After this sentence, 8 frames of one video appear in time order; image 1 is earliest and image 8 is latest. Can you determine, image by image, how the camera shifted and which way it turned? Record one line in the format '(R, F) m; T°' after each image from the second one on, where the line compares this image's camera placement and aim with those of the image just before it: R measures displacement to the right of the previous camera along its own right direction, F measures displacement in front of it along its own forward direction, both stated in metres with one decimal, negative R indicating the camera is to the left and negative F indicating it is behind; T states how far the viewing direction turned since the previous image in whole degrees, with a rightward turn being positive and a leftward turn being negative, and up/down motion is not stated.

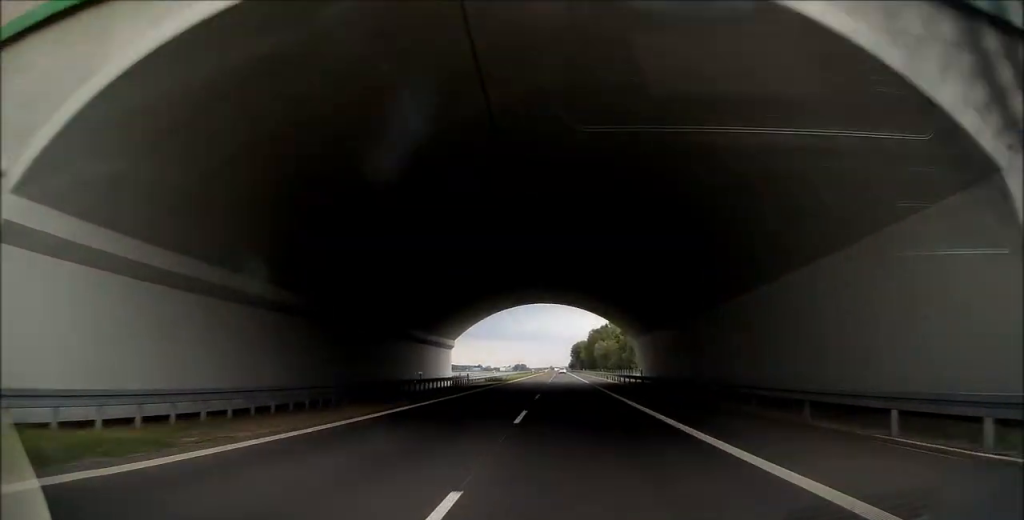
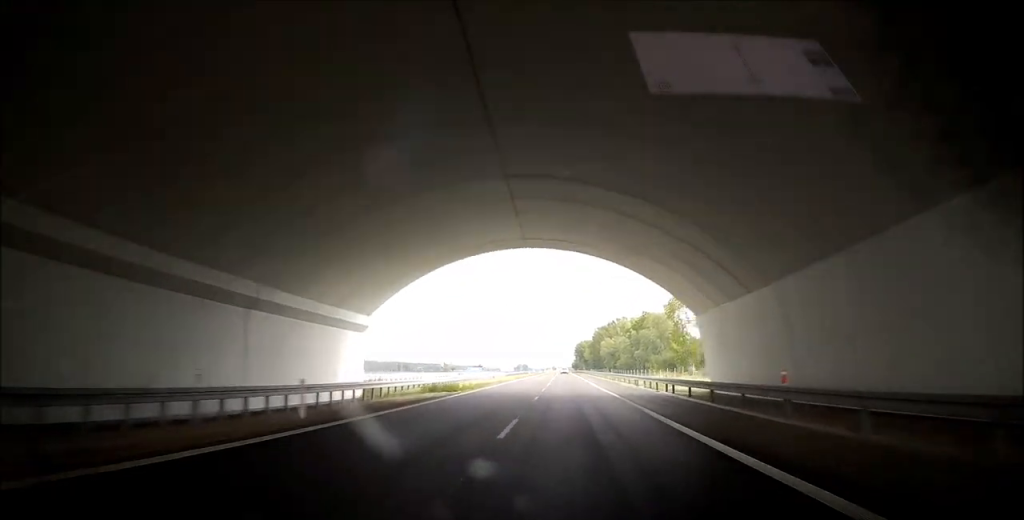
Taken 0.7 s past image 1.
(+0.2, +27.2) m; +1°
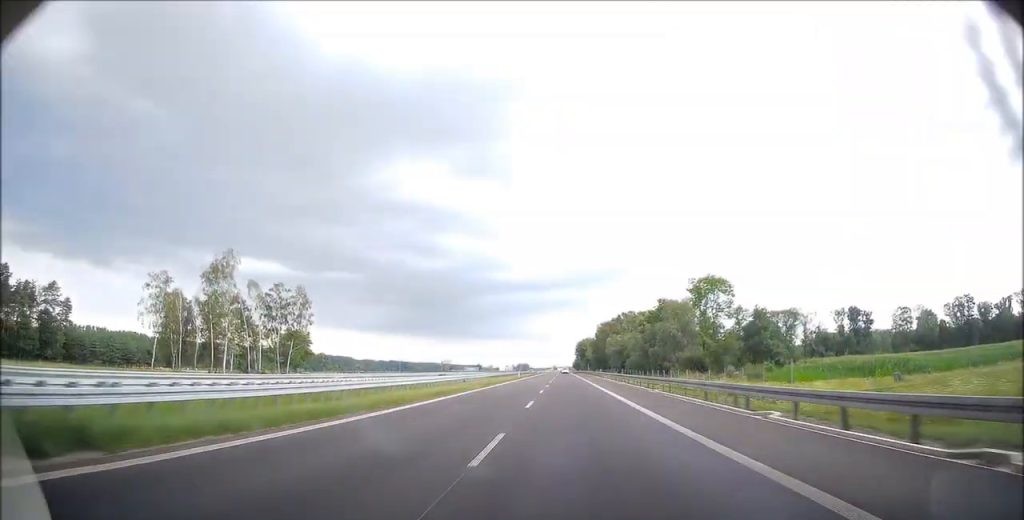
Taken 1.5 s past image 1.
(+0.2, +27.1) m; 0°
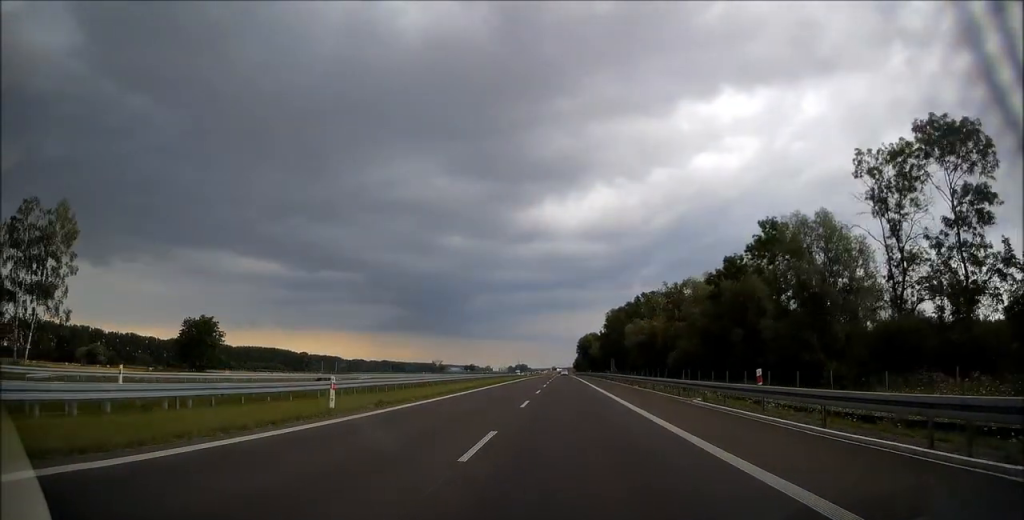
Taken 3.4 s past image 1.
(-0.2, +71.3) m; -1°
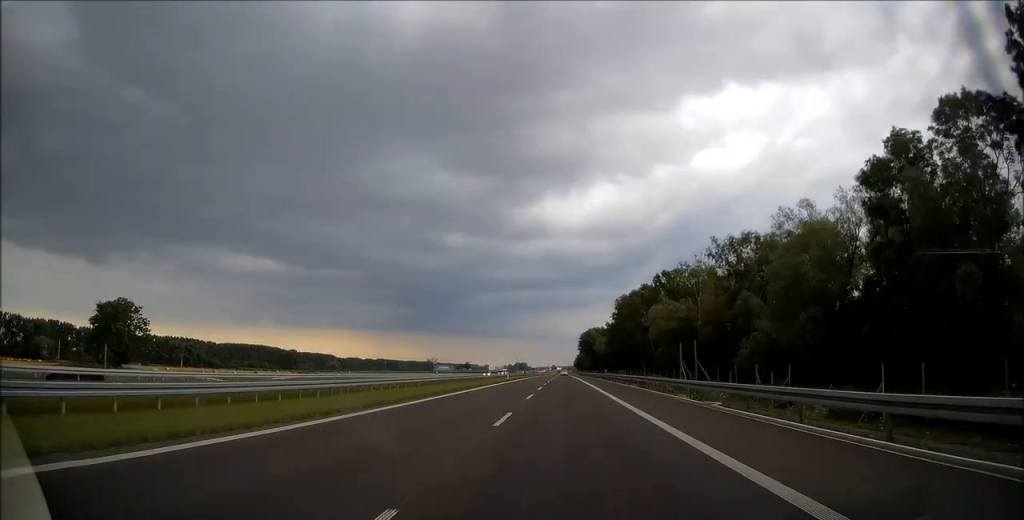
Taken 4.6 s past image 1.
(-0.2, +42.7) m; -1°
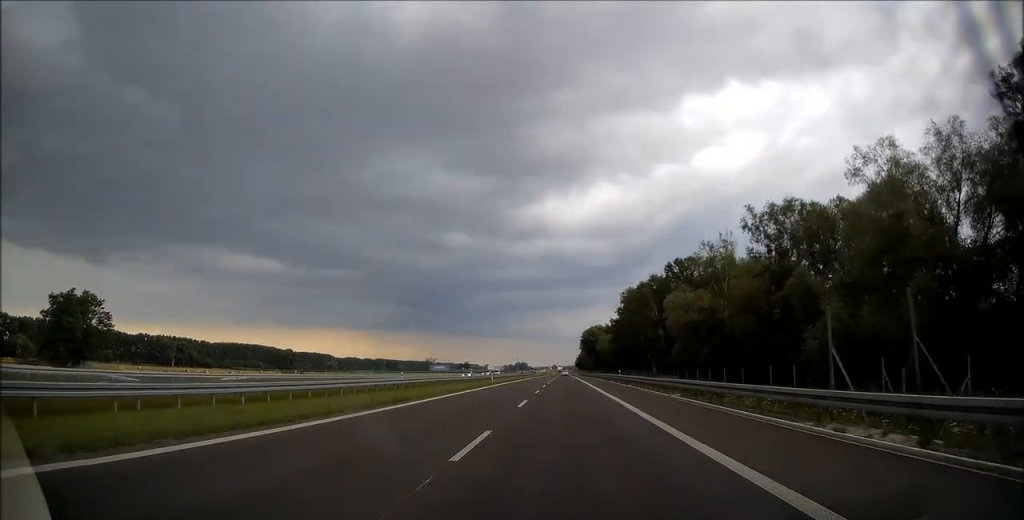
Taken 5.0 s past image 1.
(-0.1, +17.0) m; 0°
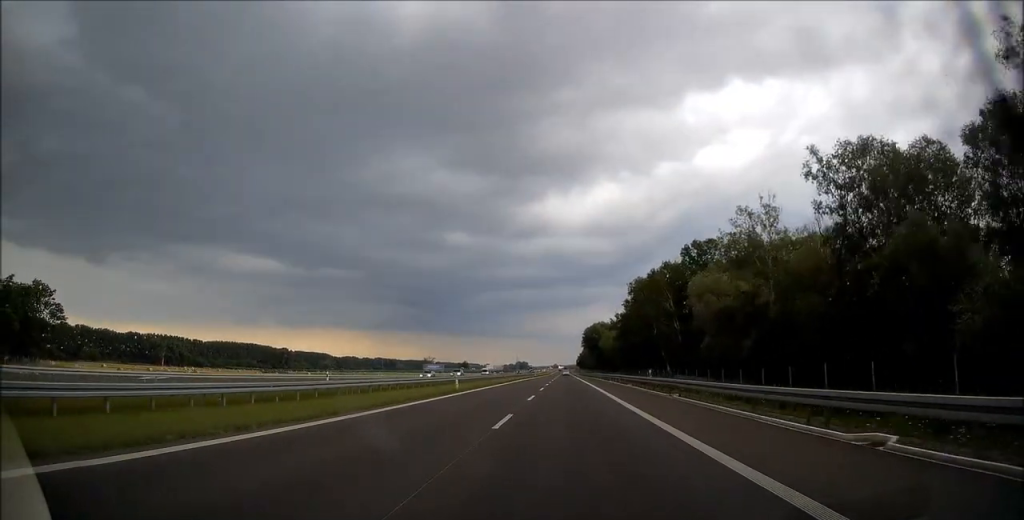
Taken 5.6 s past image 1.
(0.0, +19.4) m; 0°
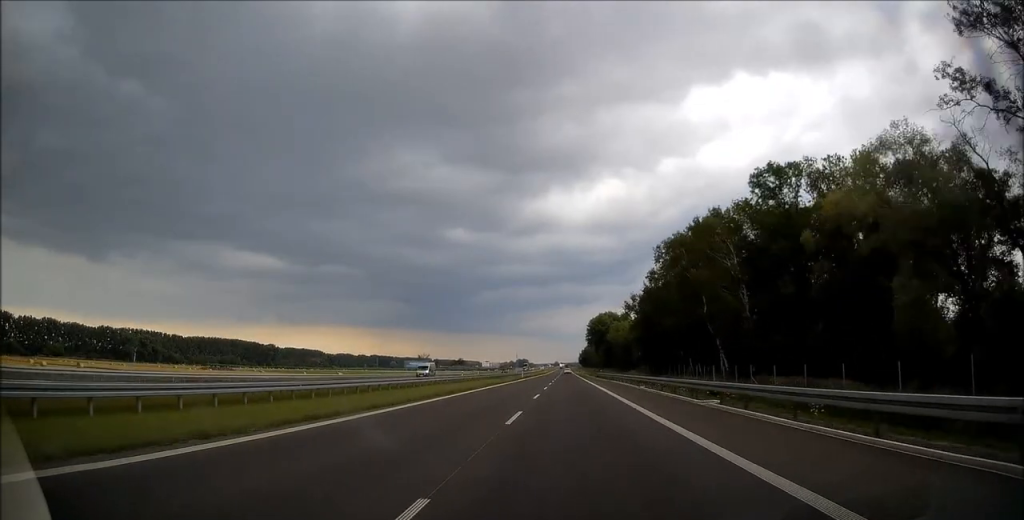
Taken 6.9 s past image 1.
(0.0, +47.0) m; 0°
